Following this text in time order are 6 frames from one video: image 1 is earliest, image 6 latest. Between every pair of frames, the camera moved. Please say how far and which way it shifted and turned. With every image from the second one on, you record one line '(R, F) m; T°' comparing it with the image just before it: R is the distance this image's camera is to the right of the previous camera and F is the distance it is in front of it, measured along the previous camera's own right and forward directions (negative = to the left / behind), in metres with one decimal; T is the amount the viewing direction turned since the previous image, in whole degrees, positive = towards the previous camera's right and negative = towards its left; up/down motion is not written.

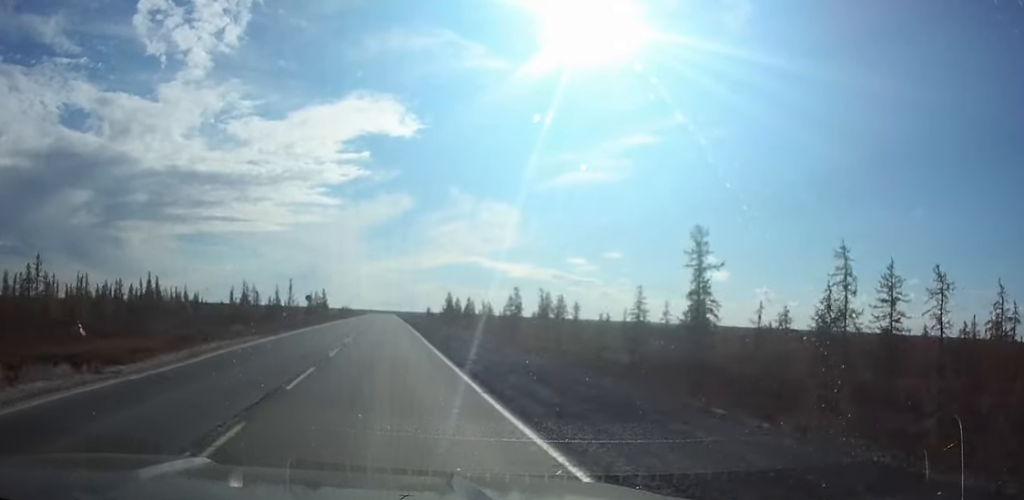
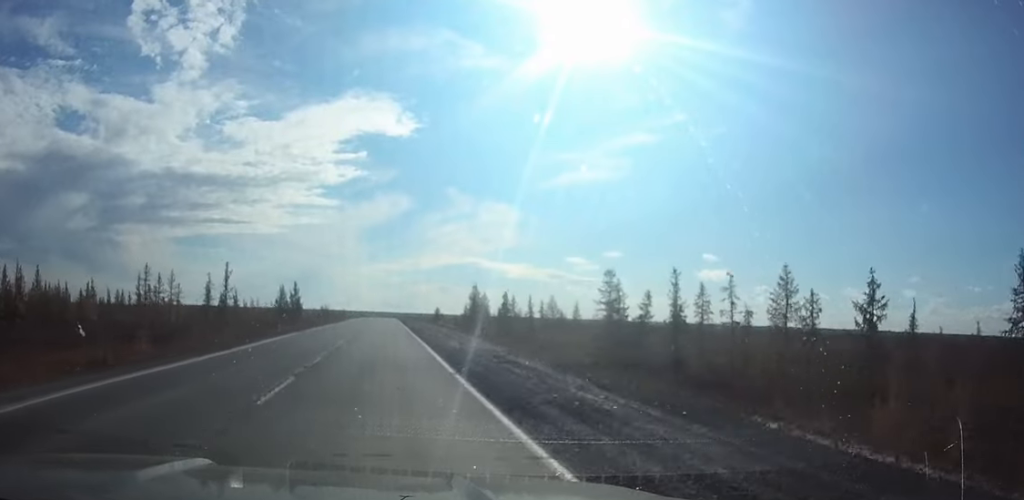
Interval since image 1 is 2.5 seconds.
(-0.1, +64.4) m; 0°
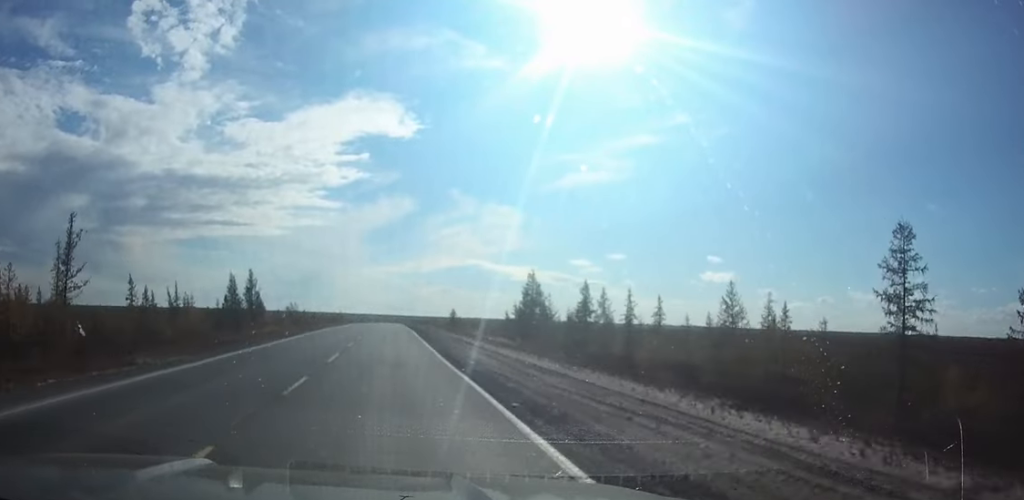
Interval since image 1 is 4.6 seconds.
(0.0, +54.5) m; 0°
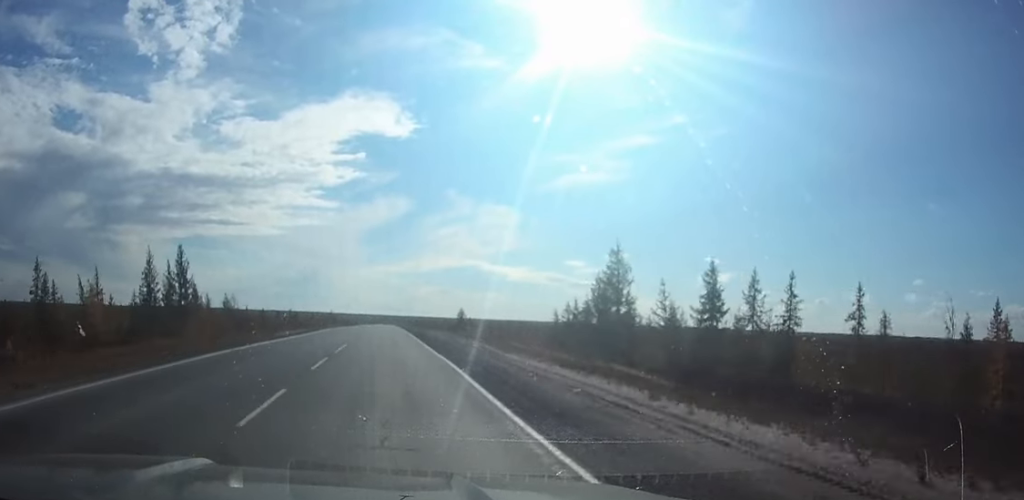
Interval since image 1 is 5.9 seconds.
(0.0, +34.3) m; 0°
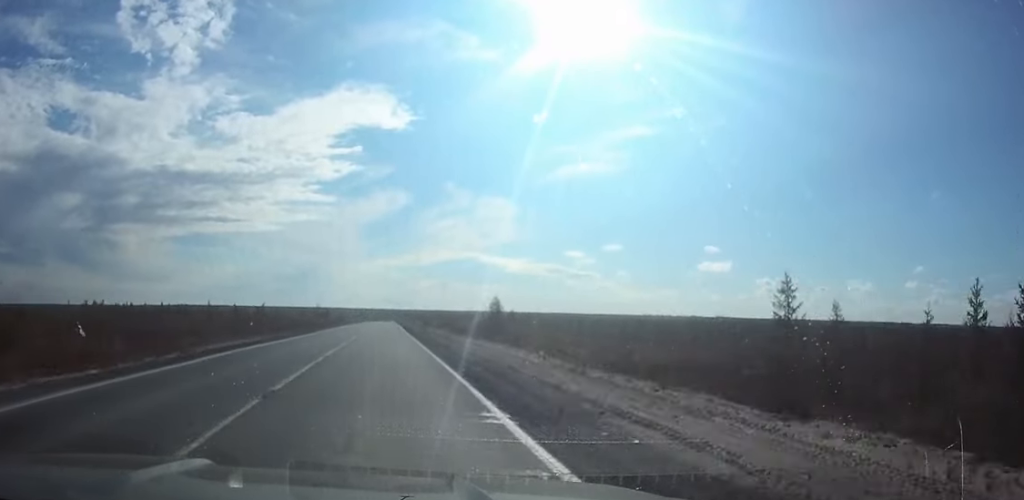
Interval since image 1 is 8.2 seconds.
(0.0, +59.4) m; 0°
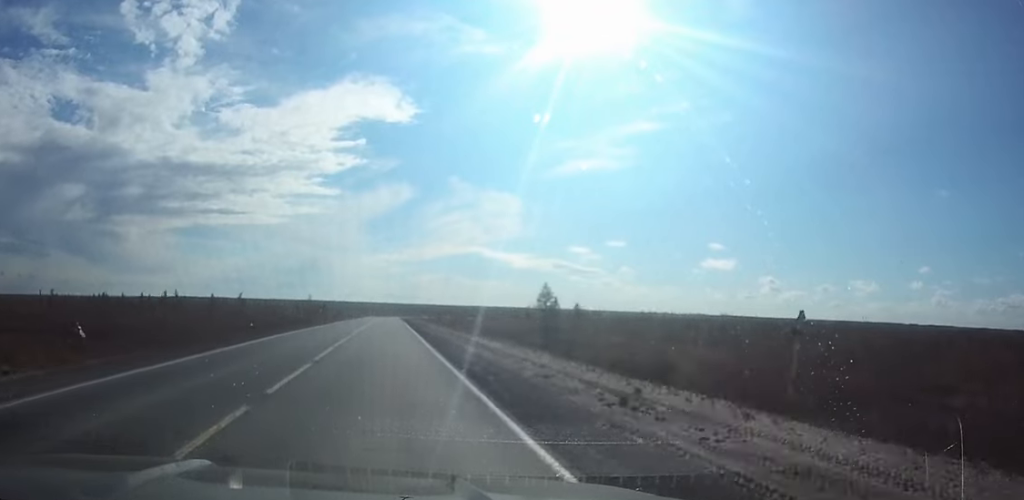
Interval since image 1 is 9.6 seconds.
(0.0, +37.8) m; 0°
